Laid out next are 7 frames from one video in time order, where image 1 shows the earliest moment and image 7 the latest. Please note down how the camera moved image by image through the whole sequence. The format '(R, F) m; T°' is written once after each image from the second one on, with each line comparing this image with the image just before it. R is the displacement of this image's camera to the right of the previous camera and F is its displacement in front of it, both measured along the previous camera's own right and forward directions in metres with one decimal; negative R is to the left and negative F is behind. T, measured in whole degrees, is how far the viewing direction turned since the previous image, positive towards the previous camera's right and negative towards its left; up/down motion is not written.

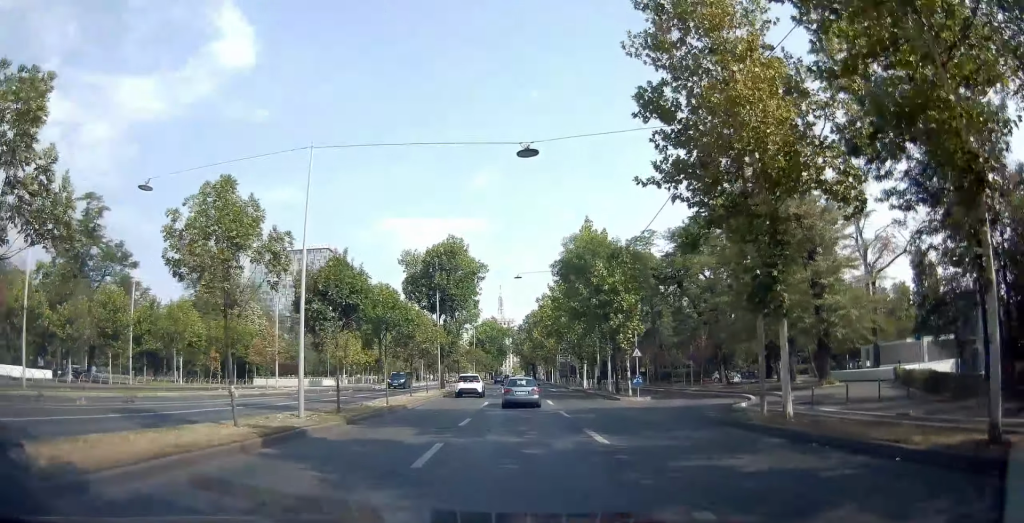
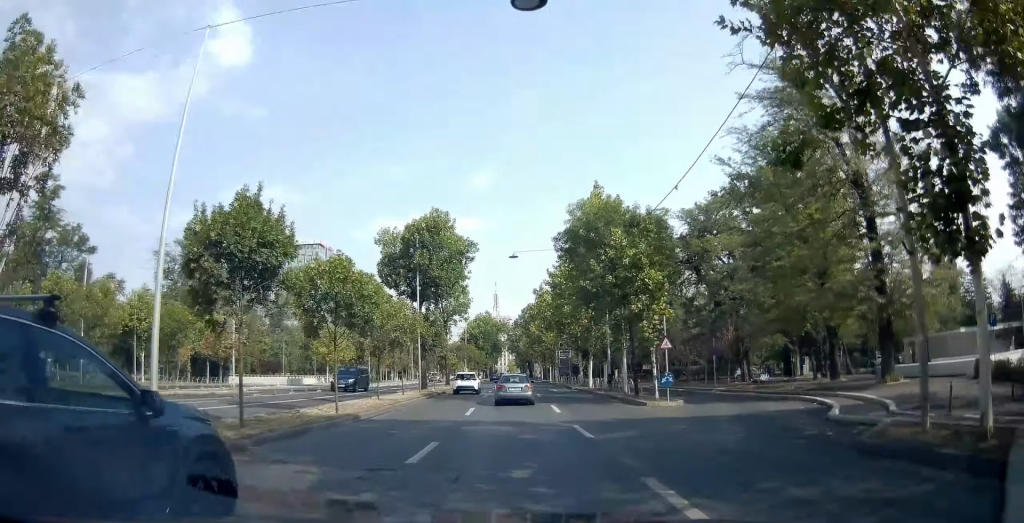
(+0.1, +7.1) m; +1°
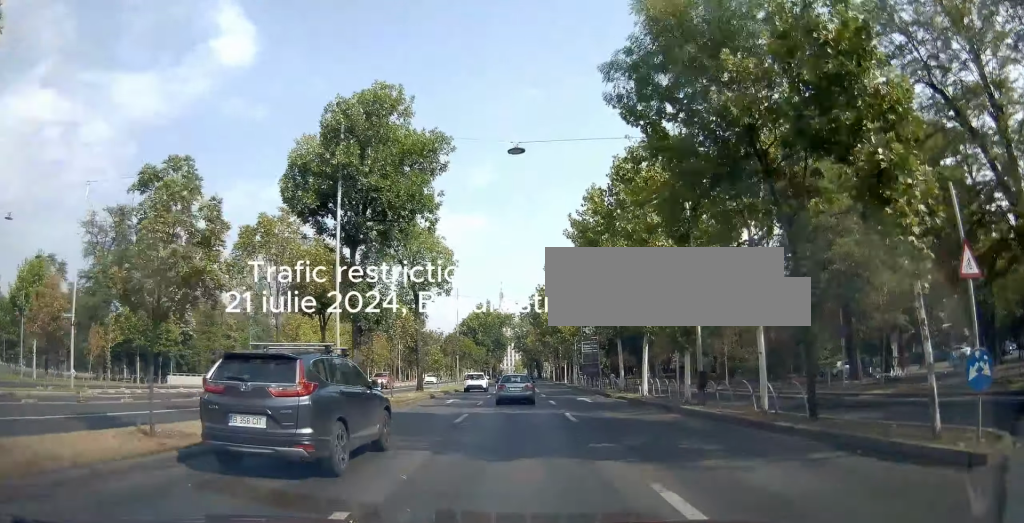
(0.0, +18.2) m; 0°
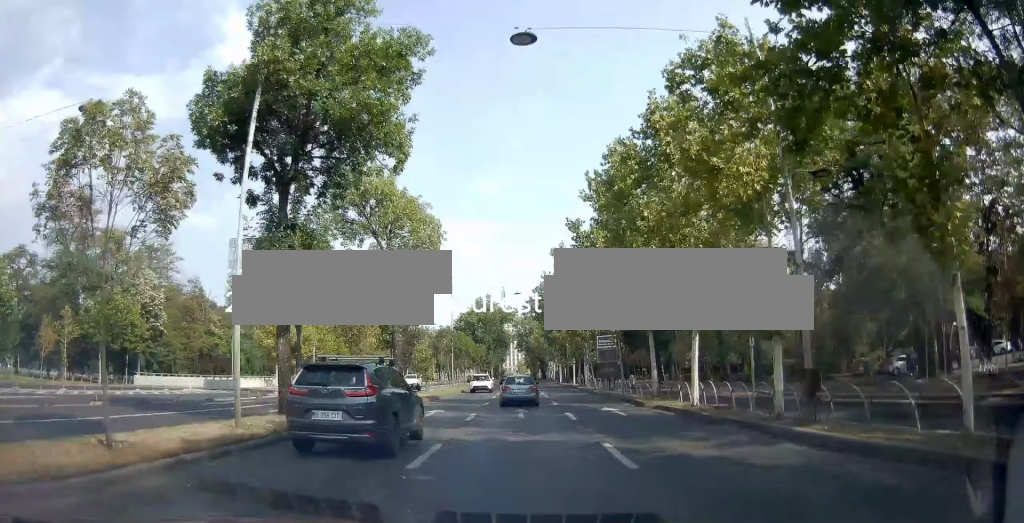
(0.0, +7.7) m; 0°
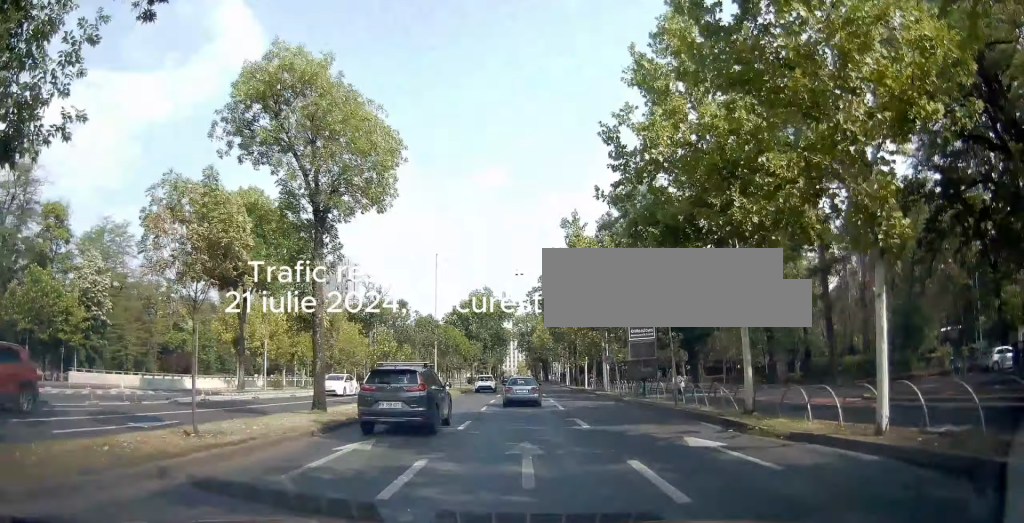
(-0.1, +12.4) m; -3°
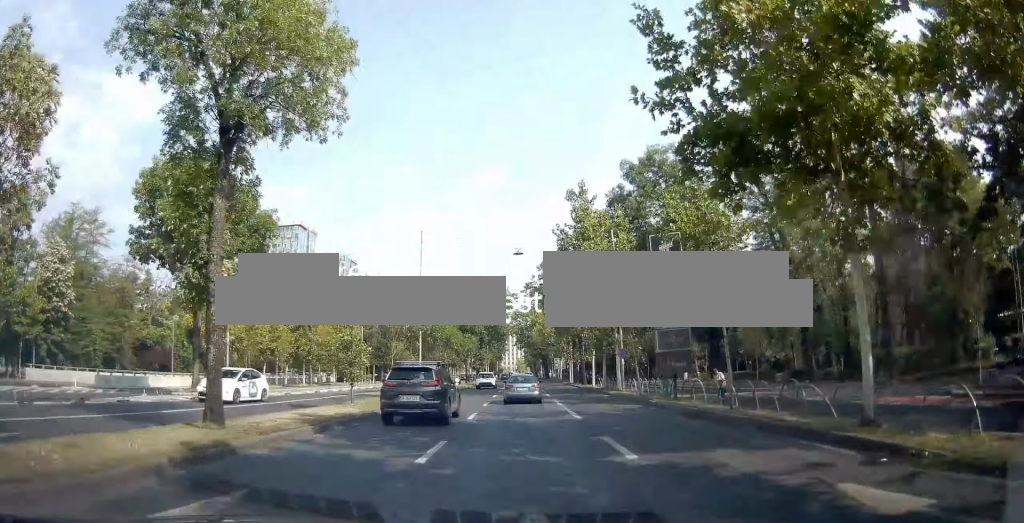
(+0.2, +6.7) m; -2°
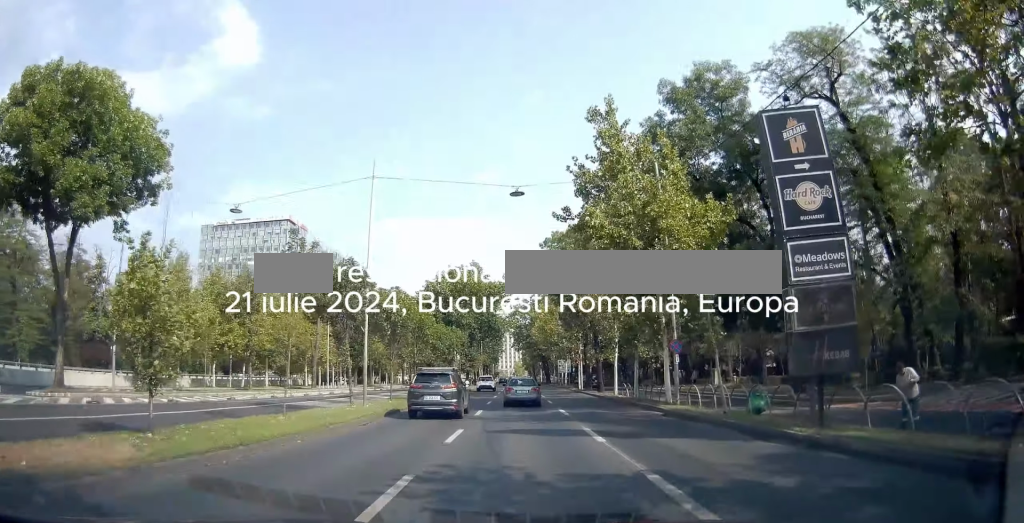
(-1.0, +12.9) m; -2°
